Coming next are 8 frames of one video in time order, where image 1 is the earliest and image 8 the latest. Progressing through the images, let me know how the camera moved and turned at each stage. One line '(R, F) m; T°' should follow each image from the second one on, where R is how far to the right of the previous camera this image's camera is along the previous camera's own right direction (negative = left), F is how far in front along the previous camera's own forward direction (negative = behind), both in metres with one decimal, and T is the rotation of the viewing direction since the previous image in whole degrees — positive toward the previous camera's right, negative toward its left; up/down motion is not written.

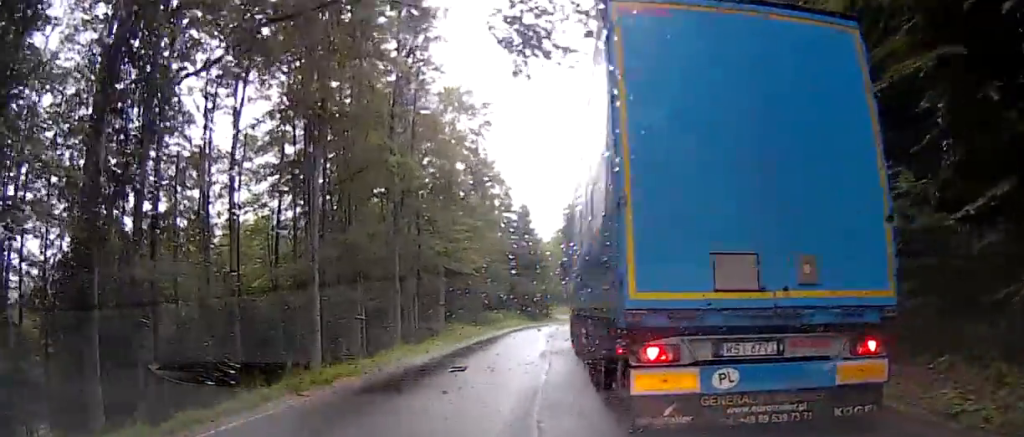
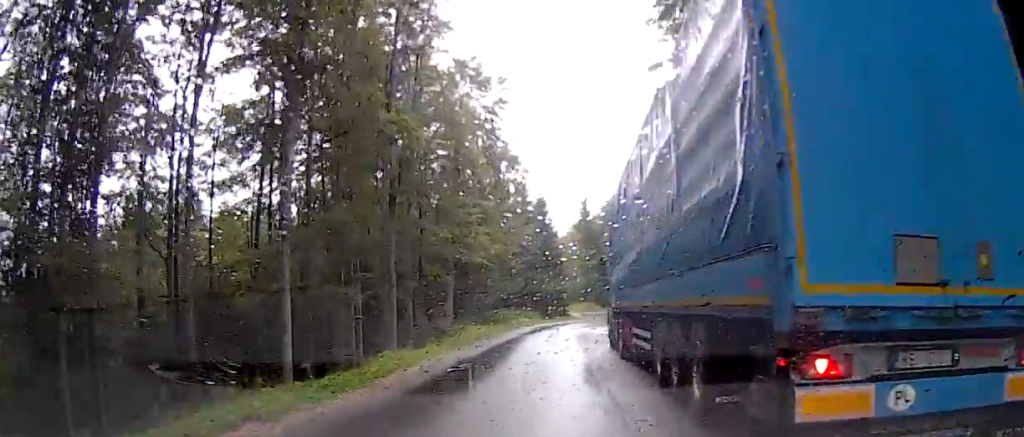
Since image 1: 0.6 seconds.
(-0.2, +6.3) m; -1°
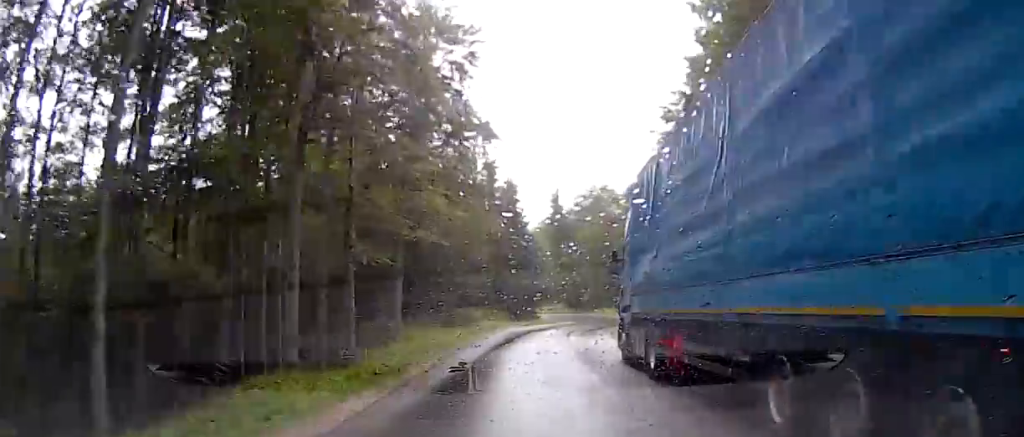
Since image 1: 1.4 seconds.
(0.0, +10.0) m; +2°
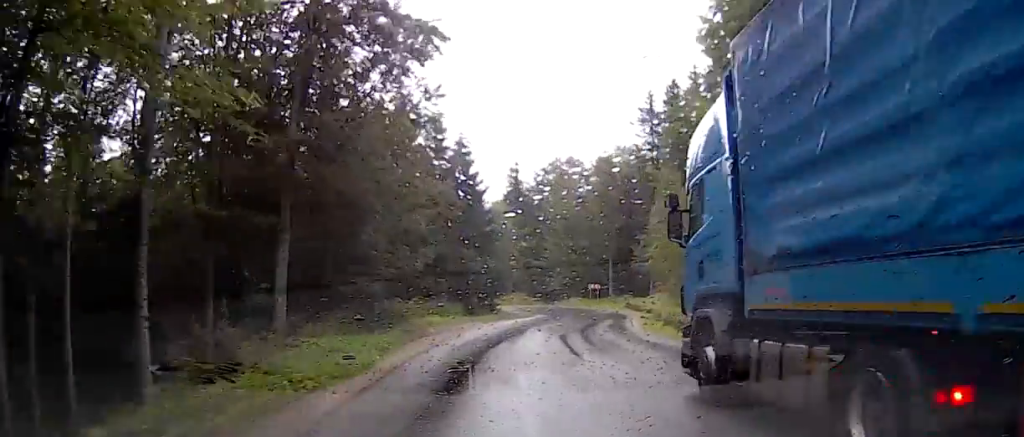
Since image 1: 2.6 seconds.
(+1.0, +15.0) m; +9°
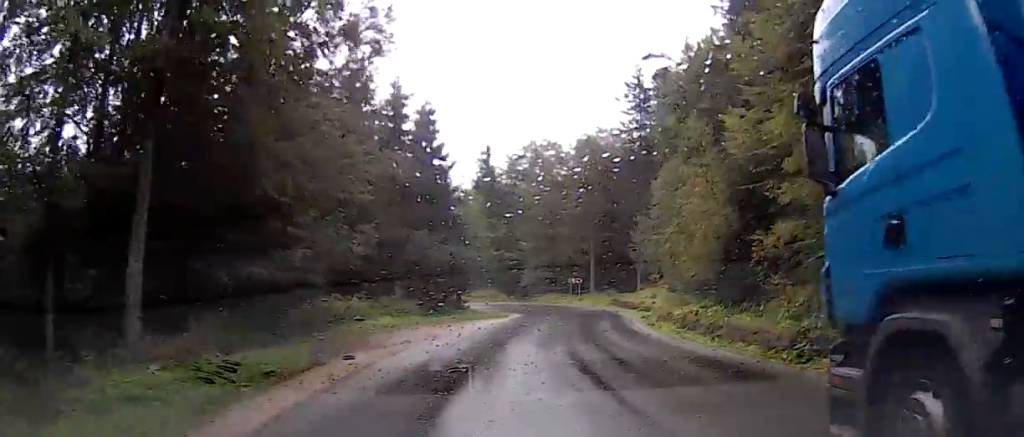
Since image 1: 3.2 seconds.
(+0.7, +8.8) m; +4°
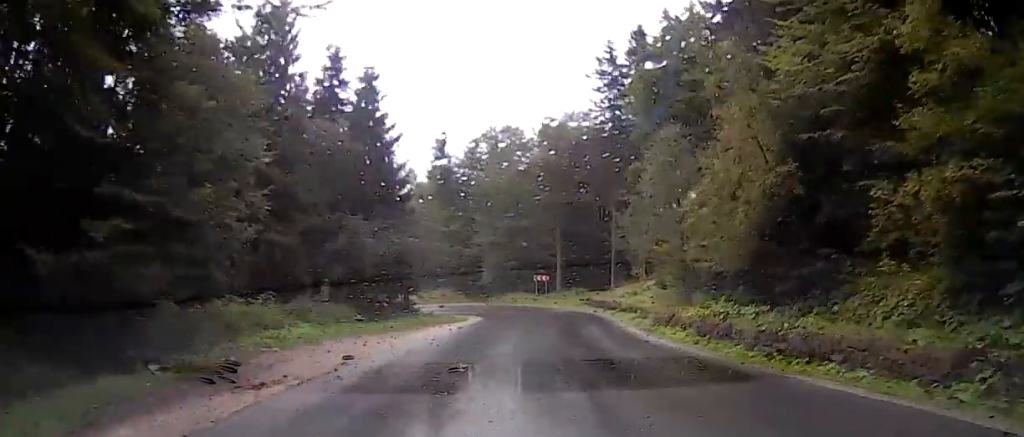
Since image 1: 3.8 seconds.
(0.0, +7.9) m; 0°
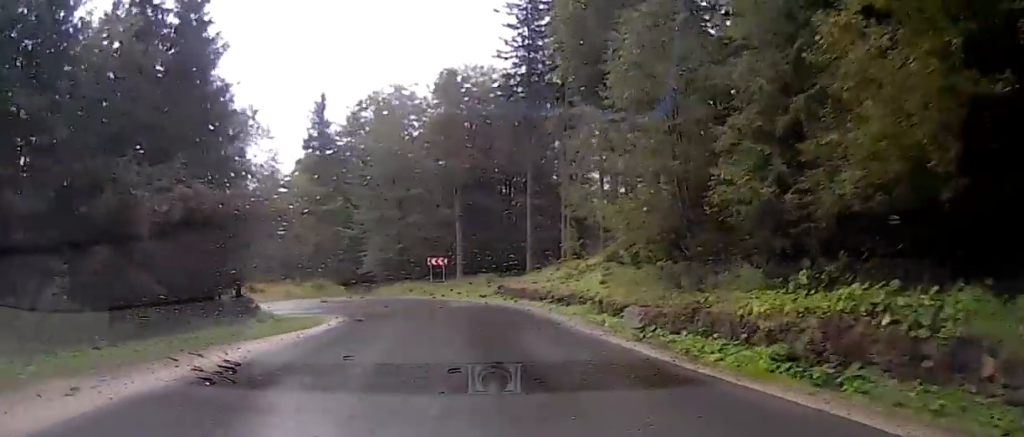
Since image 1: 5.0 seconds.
(0.0, +14.2) m; 0°
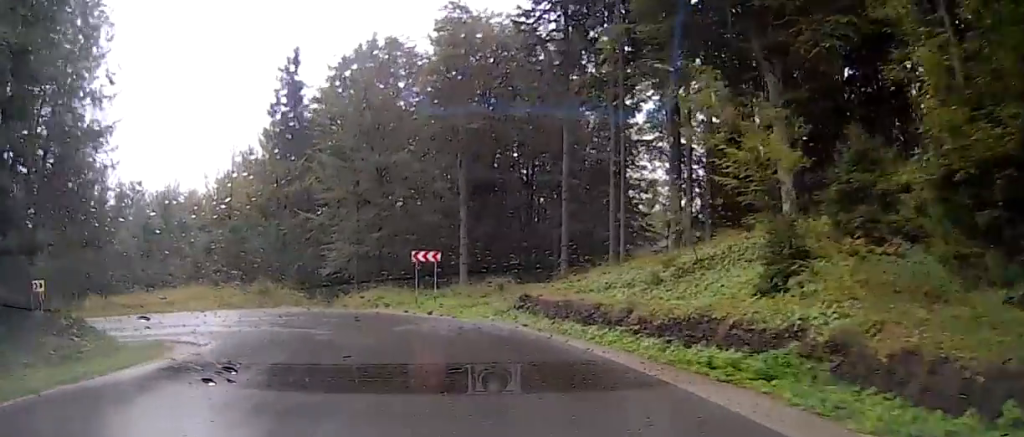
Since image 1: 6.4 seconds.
(-0.7, +17.1) m; -10°
